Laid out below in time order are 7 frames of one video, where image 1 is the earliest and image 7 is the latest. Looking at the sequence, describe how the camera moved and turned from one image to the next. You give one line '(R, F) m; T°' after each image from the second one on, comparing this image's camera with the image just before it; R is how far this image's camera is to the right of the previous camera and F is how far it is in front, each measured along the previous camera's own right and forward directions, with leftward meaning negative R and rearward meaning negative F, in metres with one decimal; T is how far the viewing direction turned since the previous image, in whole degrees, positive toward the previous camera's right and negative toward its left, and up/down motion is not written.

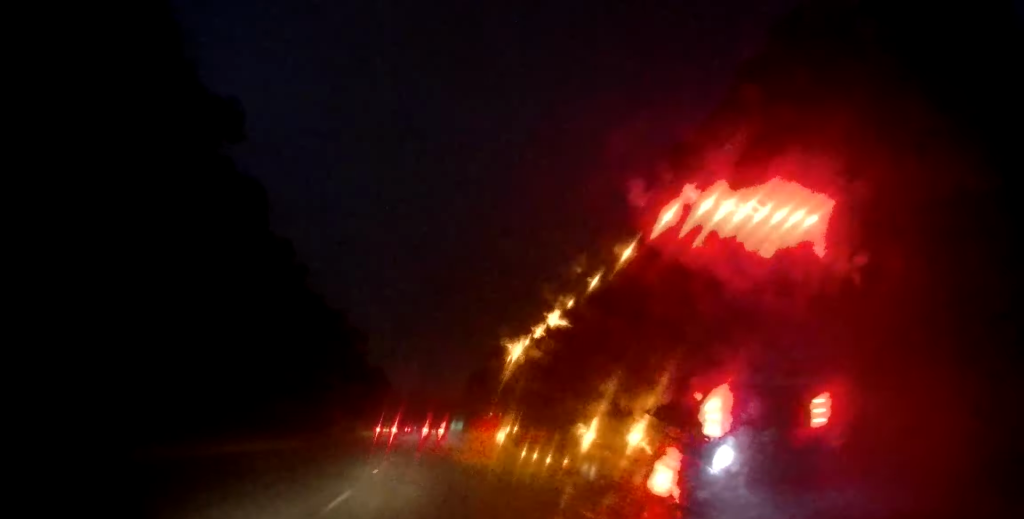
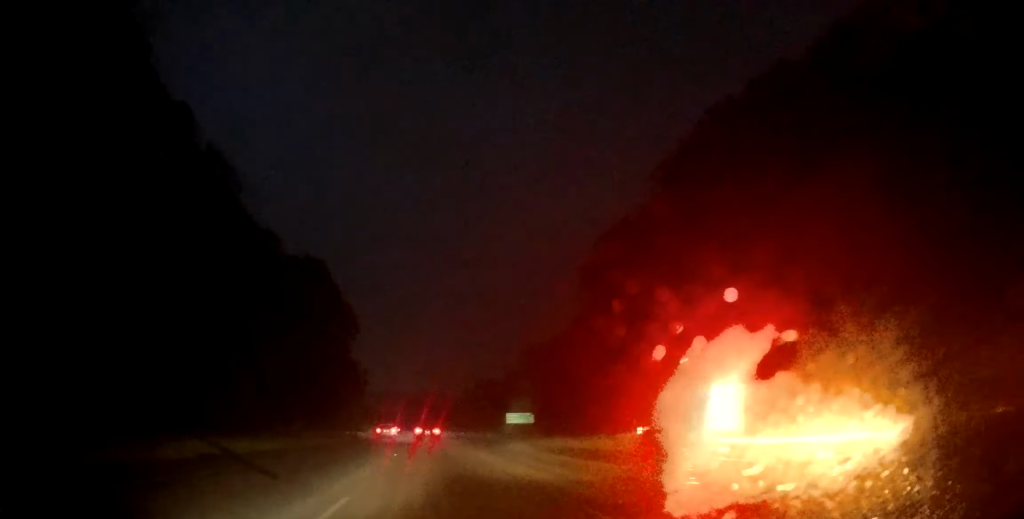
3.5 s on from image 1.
(-2.2, +112.4) m; -1°
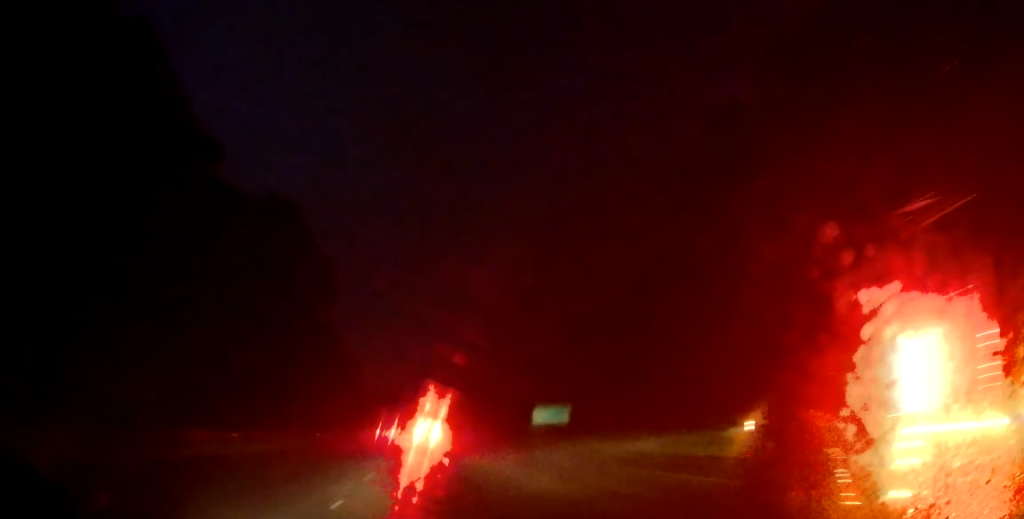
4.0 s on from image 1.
(+0.2, +17.1) m; 0°
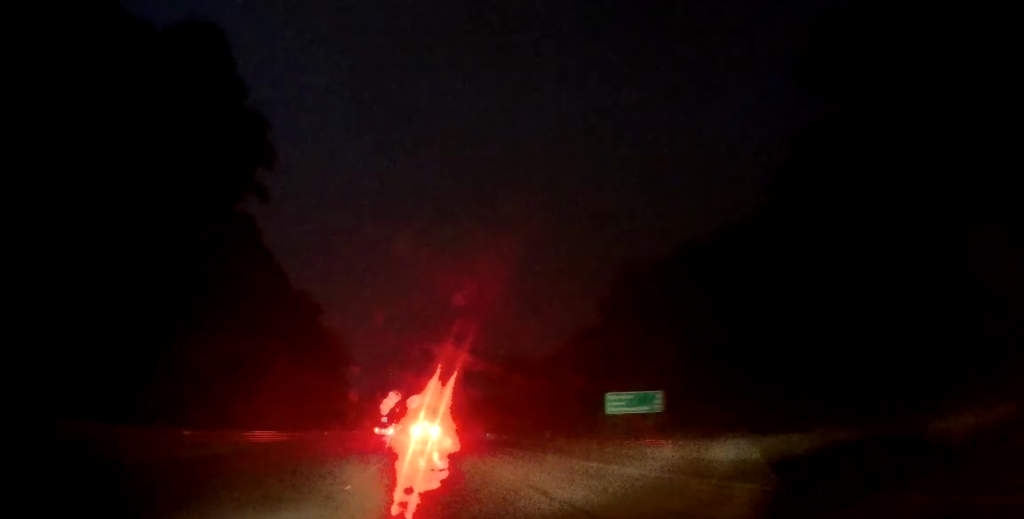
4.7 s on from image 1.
(-0.2, +22.4) m; -1°
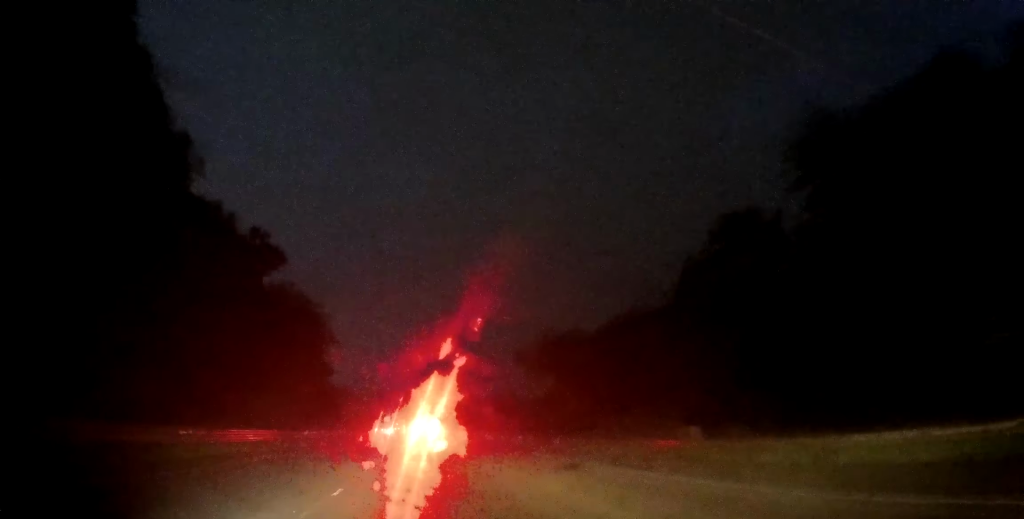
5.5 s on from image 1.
(-0.1, +25.8) m; 0°
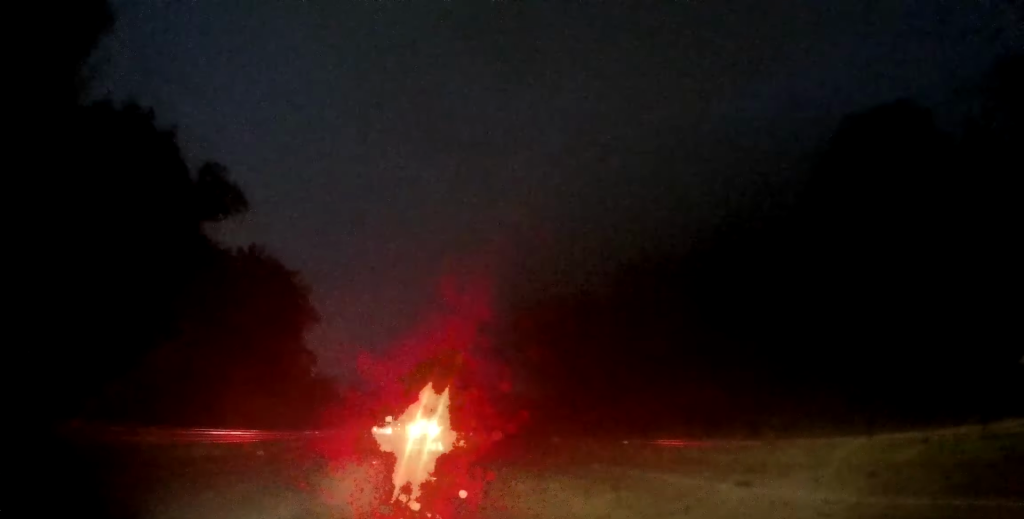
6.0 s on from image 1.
(0.0, +15.1) m; 0°
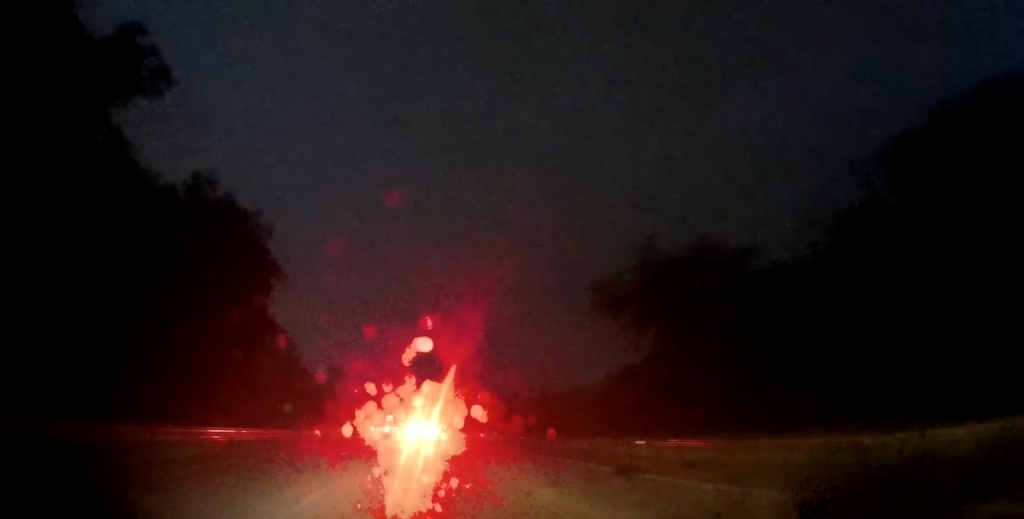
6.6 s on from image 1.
(0.0, +18.3) m; 0°
